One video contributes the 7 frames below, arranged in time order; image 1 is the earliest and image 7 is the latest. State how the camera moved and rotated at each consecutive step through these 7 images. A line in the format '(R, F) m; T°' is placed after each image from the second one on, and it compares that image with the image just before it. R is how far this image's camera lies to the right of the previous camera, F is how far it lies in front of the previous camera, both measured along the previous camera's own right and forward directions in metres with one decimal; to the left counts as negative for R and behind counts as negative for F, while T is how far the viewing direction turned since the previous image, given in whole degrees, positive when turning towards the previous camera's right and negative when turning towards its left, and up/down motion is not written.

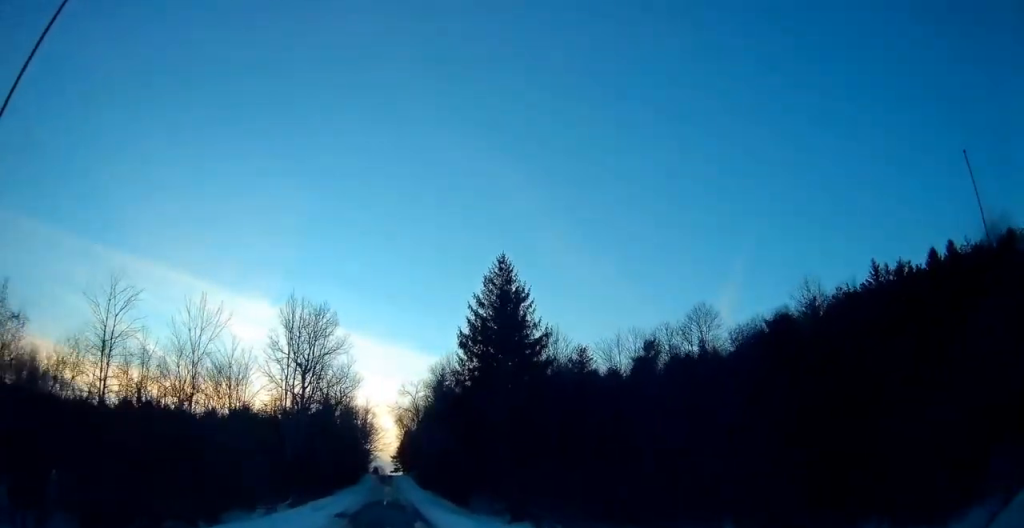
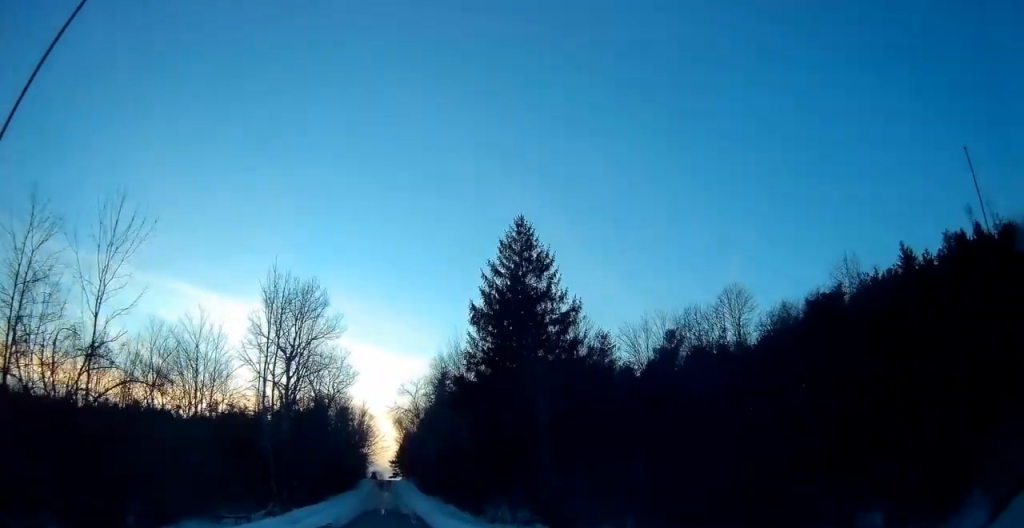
(-0.1, +8.6) m; 0°
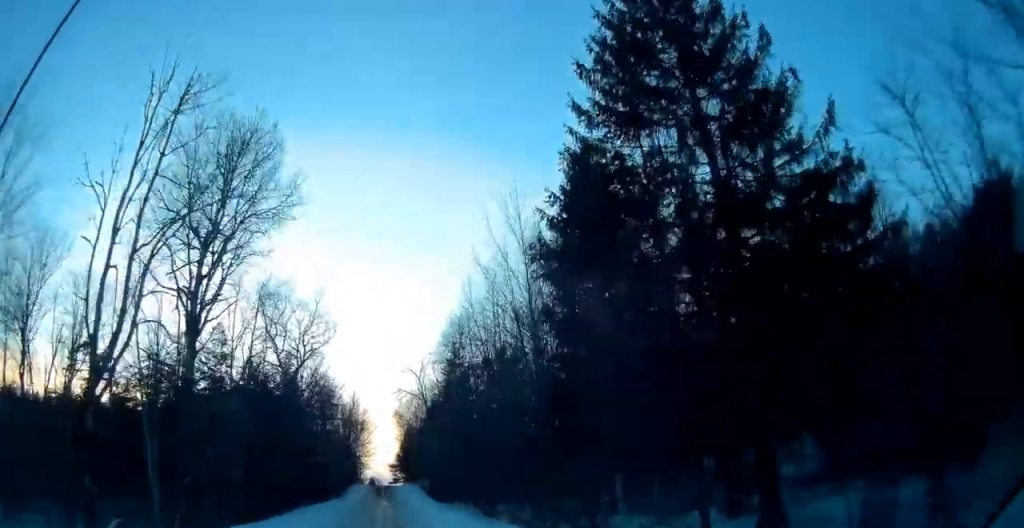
(+0.6, +27.1) m; +2°
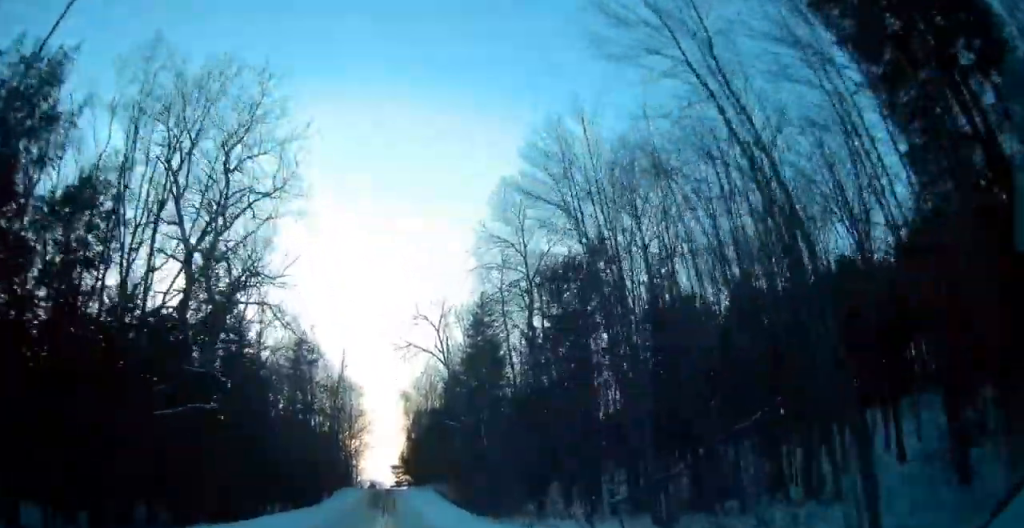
(0.0, +30.8) m; 0°
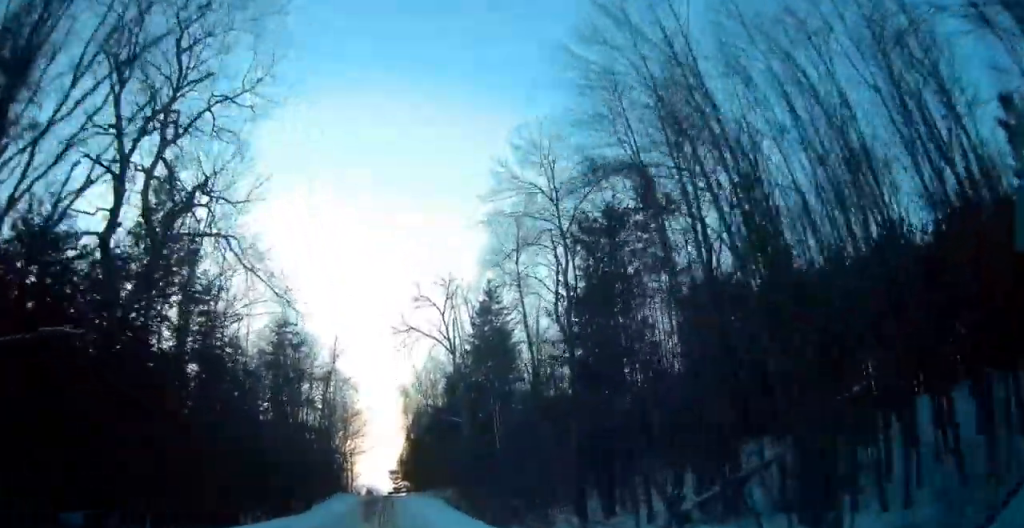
(0.0, +8.7) m; 0°
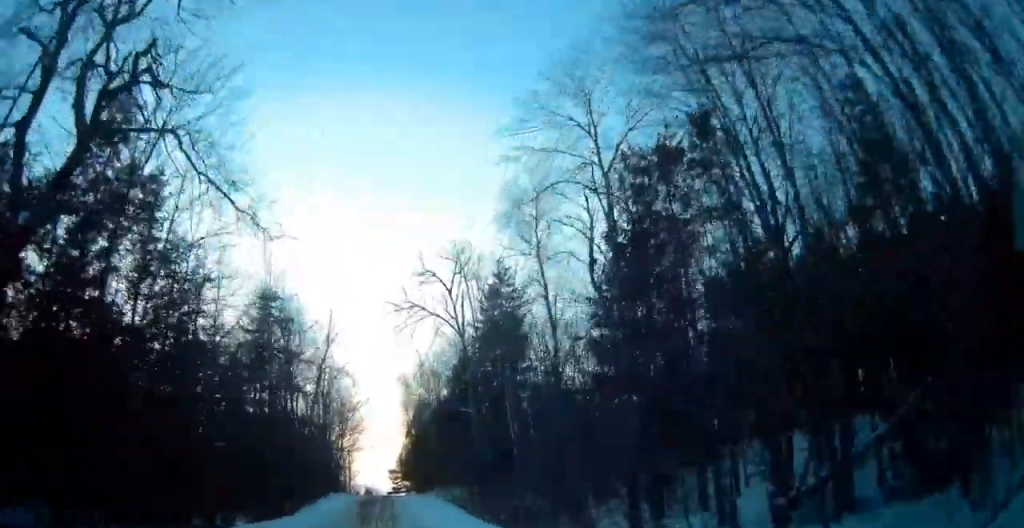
(0.0, +6.7) m; 0°
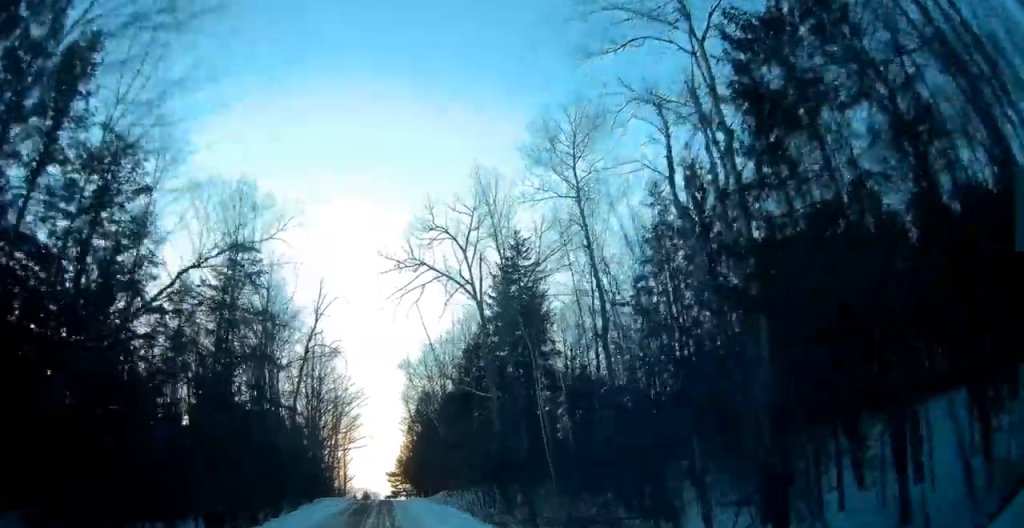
(0.0, +10.0) m; 0°
